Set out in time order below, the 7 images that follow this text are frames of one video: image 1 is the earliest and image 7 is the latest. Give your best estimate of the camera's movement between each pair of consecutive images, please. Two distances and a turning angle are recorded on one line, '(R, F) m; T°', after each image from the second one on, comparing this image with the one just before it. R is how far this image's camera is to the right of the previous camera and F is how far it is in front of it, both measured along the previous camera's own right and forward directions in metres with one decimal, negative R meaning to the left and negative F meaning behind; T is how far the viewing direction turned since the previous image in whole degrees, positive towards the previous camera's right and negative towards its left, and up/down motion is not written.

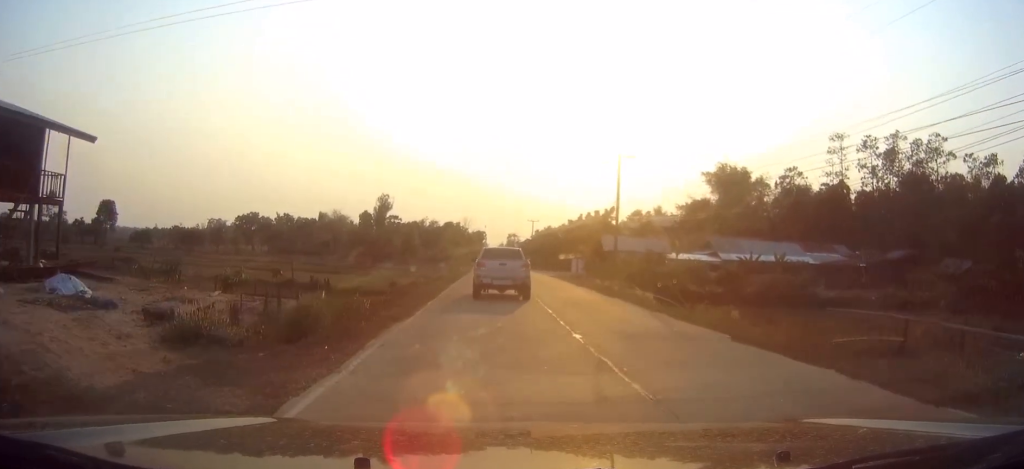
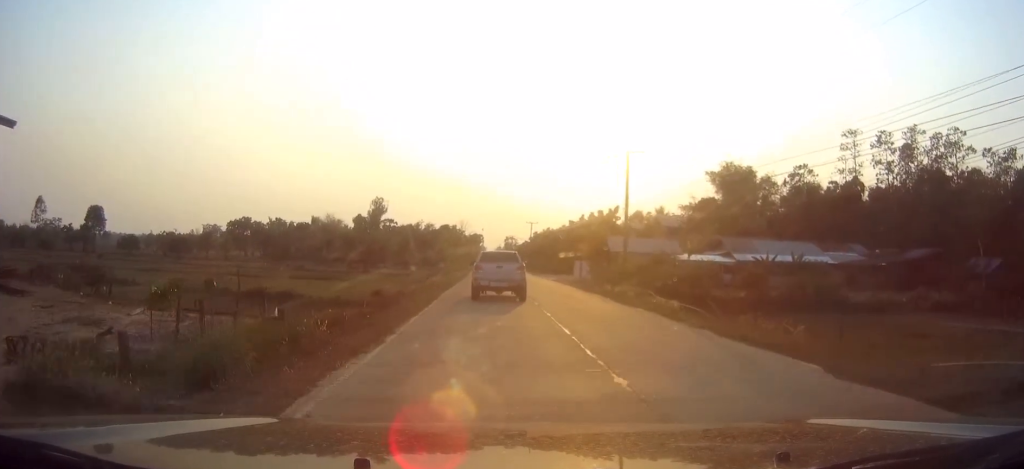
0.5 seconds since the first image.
(0.0, +4.3) m; +1°
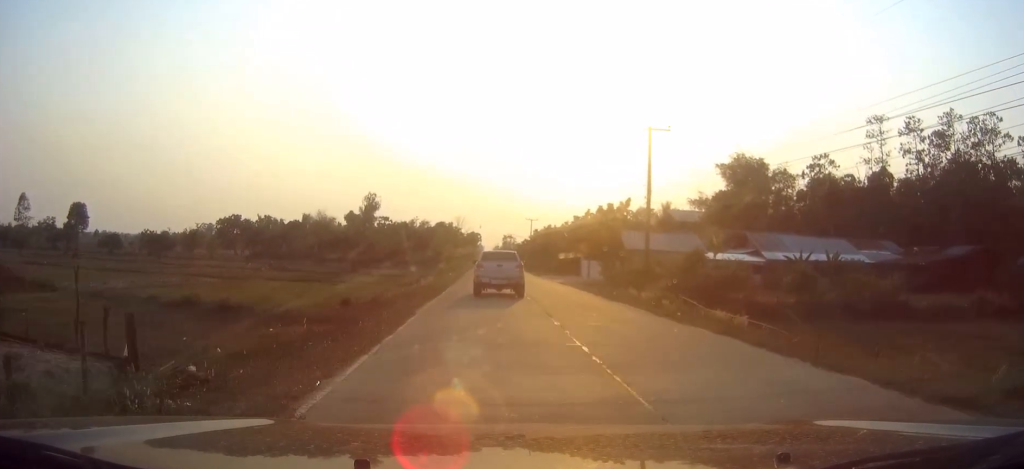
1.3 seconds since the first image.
(+0.1, +7.0) m; +1°
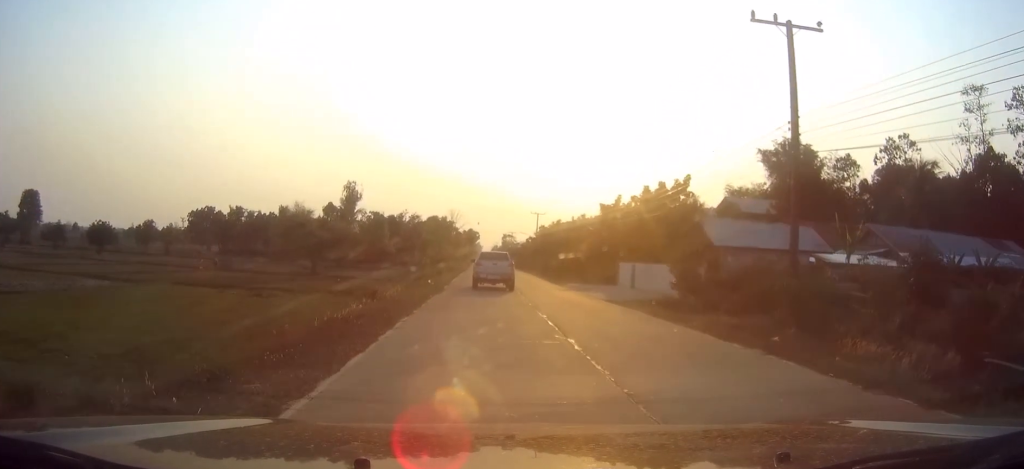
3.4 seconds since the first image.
(-0.2, +19.3) m; -1°
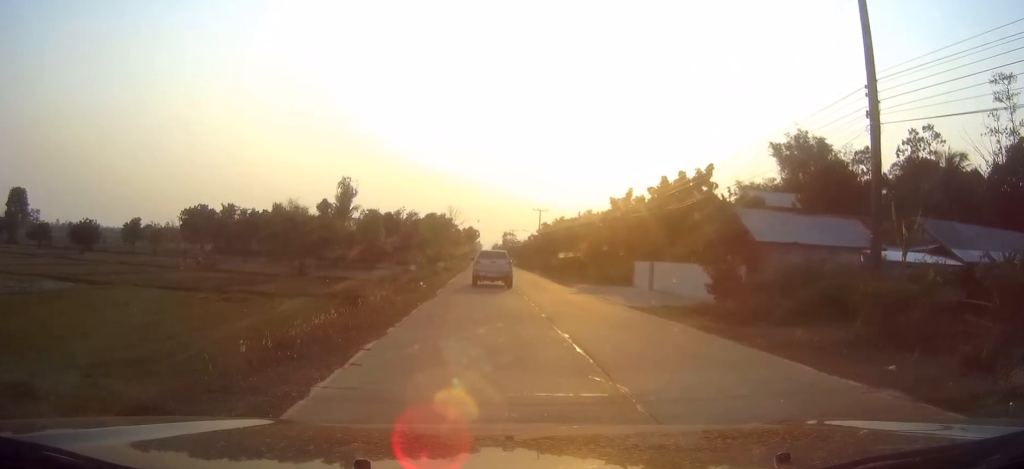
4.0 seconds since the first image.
(+0.1, +5.0) m; +1°
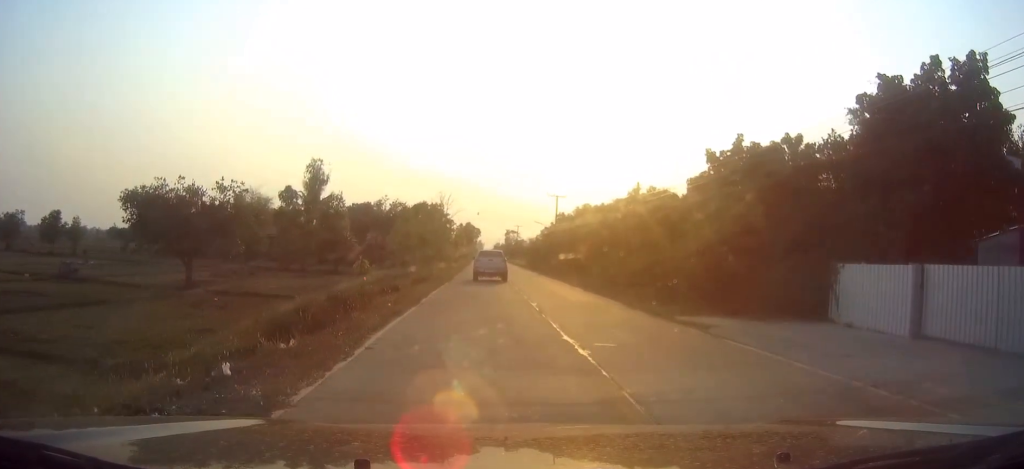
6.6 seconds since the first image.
(-0.1, +25.1) m; -1°
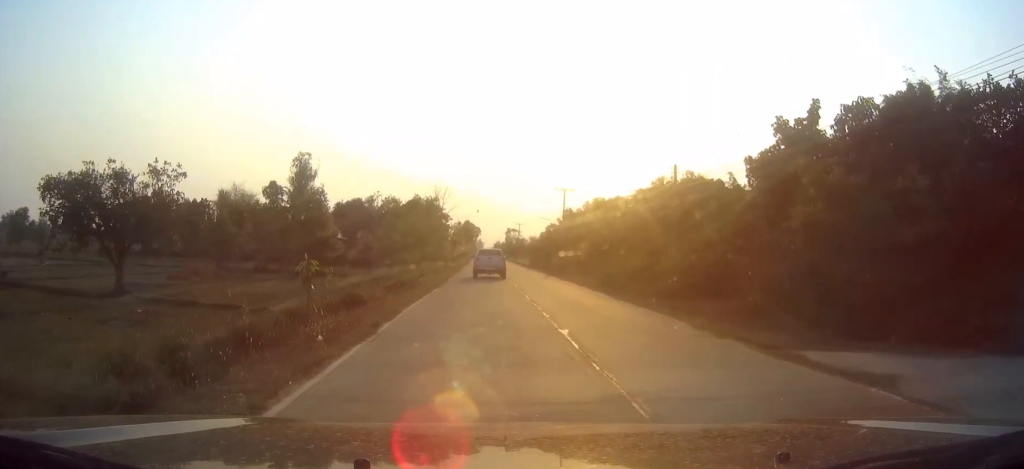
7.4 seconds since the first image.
(0.0, +8.3) m; 0°
